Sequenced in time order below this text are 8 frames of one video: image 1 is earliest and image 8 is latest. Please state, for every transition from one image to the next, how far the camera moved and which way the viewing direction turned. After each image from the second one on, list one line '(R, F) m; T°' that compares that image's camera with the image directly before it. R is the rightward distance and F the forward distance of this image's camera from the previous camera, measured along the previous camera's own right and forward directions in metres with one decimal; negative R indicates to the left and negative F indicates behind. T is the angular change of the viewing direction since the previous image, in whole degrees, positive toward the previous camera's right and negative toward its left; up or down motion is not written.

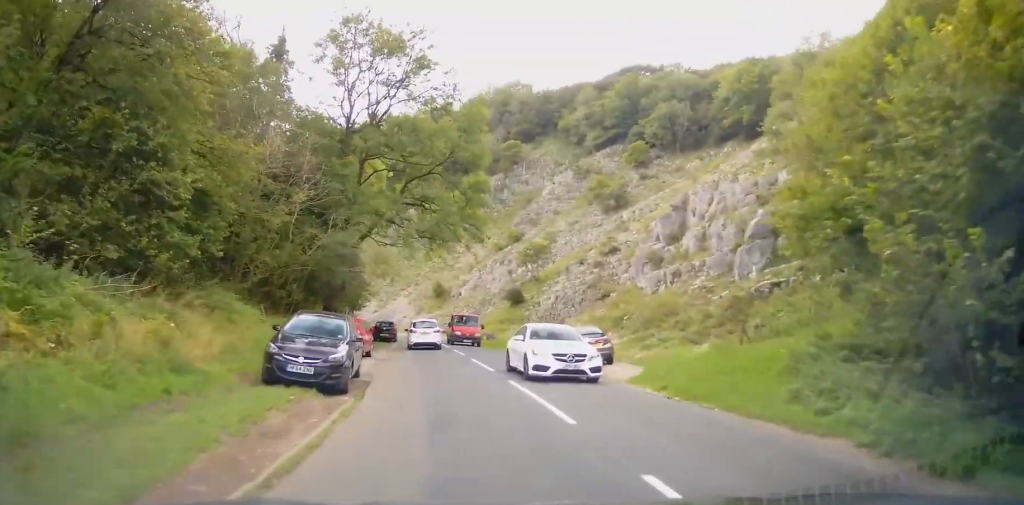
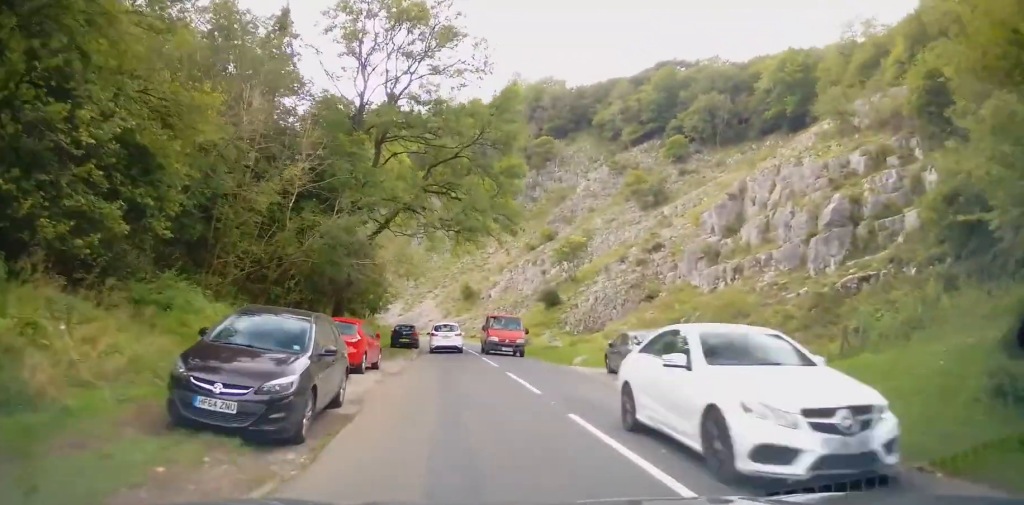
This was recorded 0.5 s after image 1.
(-0.2, +4.9) m; -2°
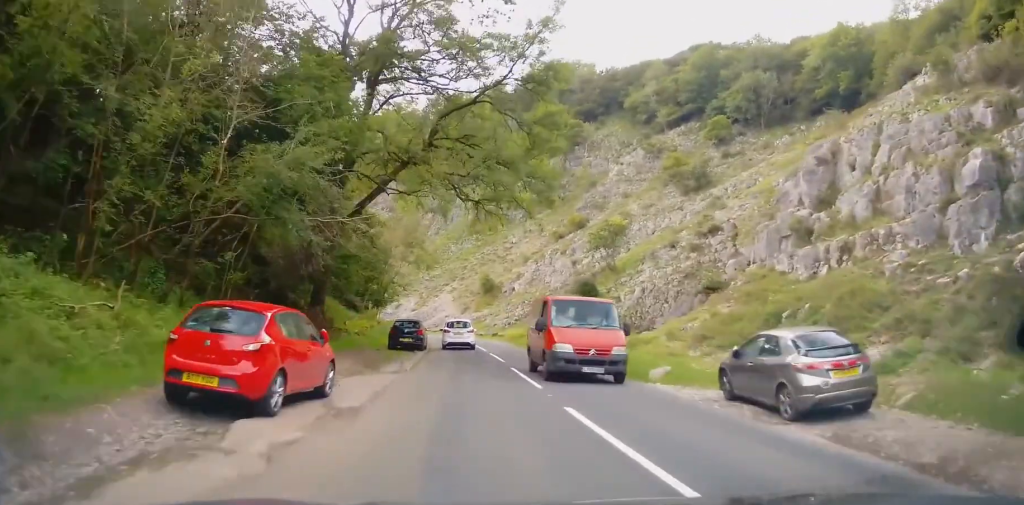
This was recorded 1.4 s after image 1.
(-0.3, +9.0) m; -2°
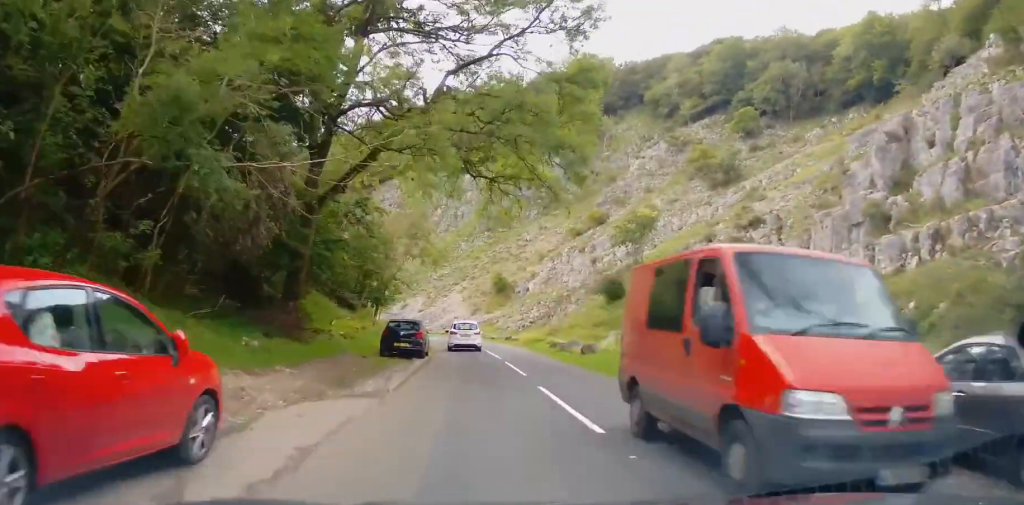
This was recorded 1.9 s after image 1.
(0.0, +5.3) m; 0°
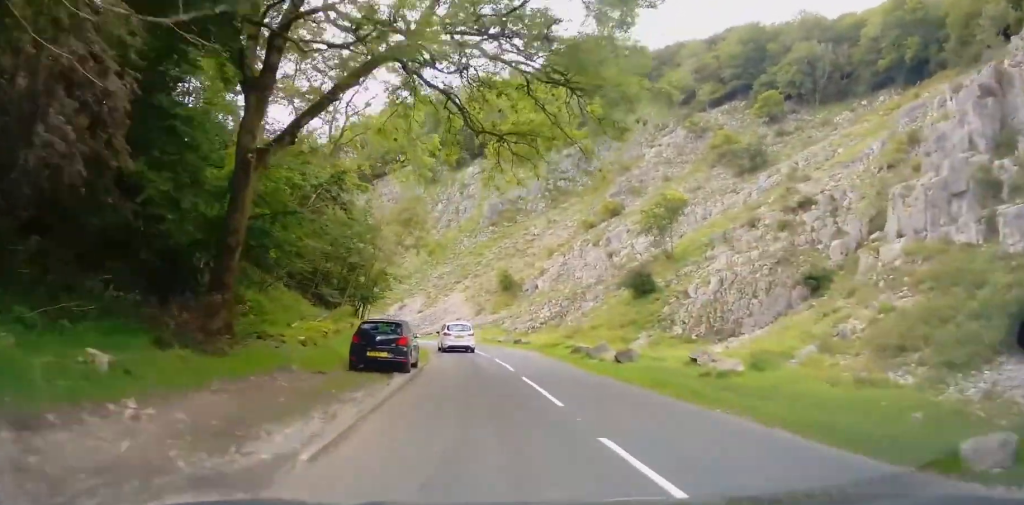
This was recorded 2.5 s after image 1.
(0.0, +6.5) m; -1°
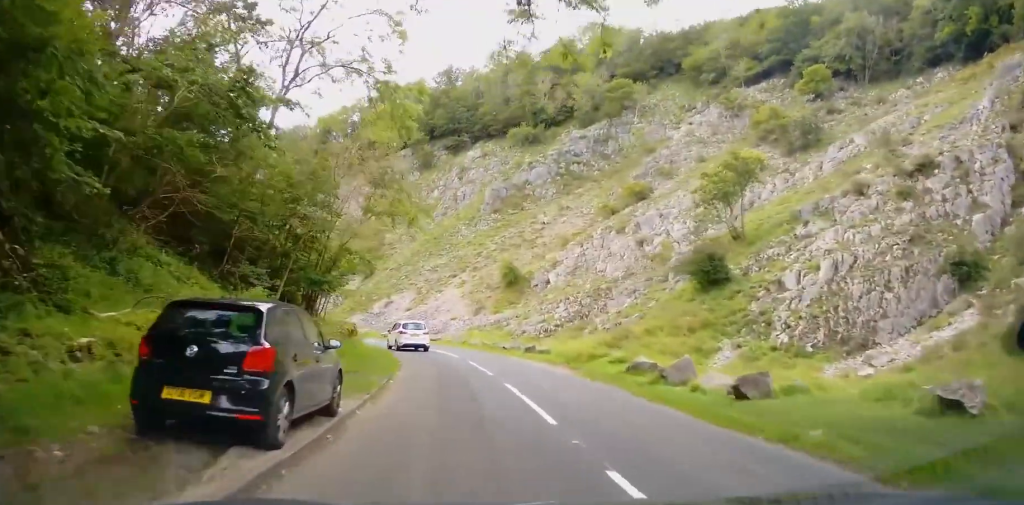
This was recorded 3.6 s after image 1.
(-0.3, +11.2) m; -2°
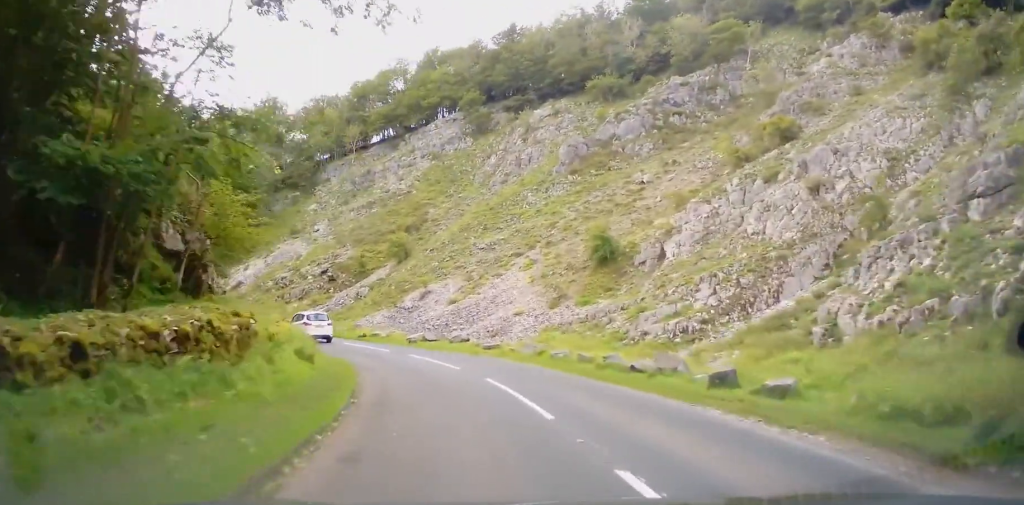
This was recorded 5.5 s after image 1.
(-0.1, +18.4) m; -4°
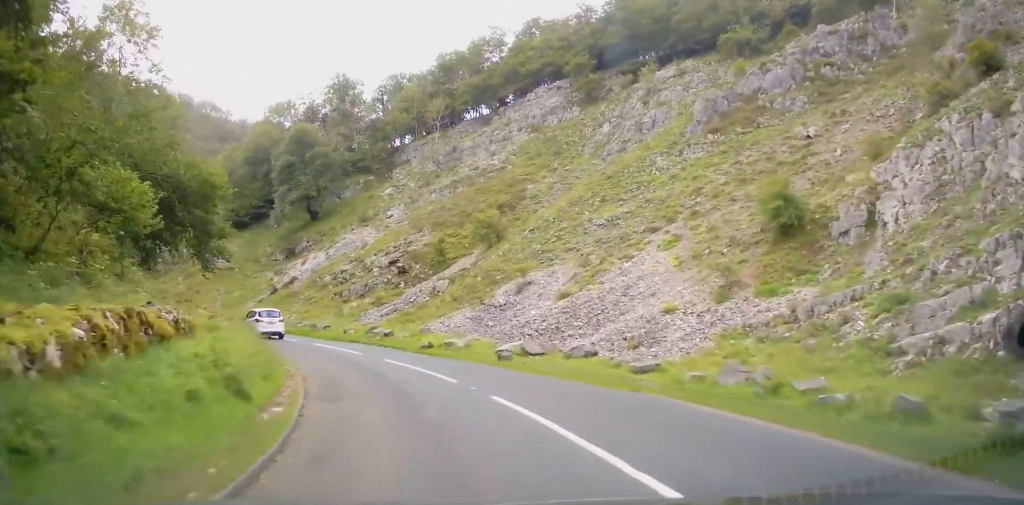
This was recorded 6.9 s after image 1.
(-1.6, +12.9) m; -12°
